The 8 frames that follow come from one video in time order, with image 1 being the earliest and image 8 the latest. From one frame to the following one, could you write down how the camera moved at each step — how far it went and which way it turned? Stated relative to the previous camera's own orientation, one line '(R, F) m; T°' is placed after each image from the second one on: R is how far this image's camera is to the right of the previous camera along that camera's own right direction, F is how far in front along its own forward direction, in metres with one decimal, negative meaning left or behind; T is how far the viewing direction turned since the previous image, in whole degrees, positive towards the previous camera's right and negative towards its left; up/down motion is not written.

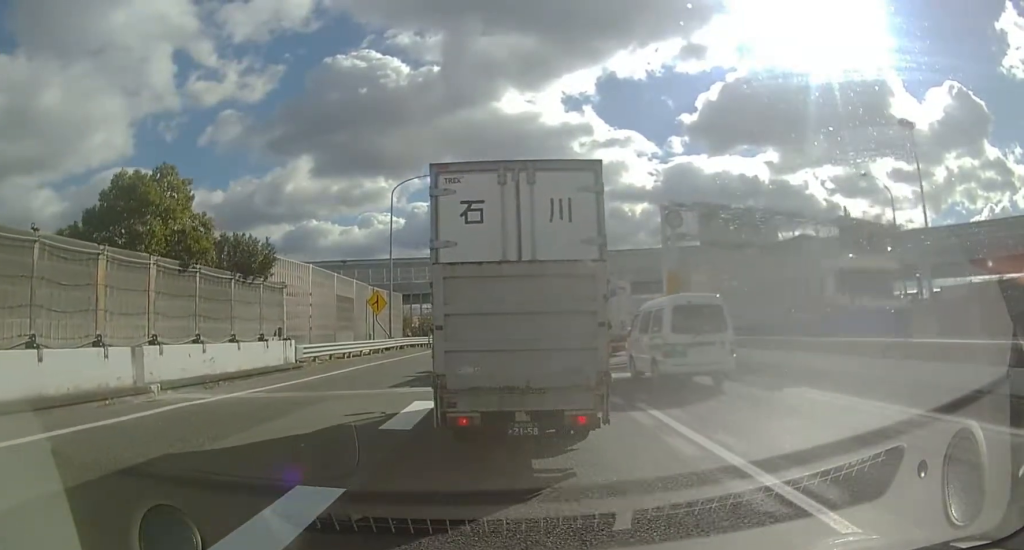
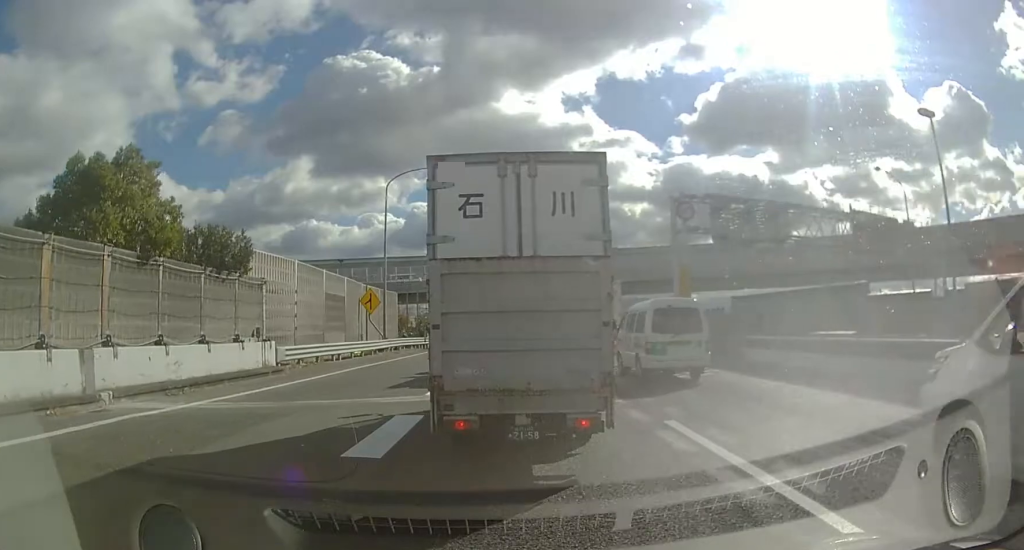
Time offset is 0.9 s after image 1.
(0.0, +1.9) m; 0°
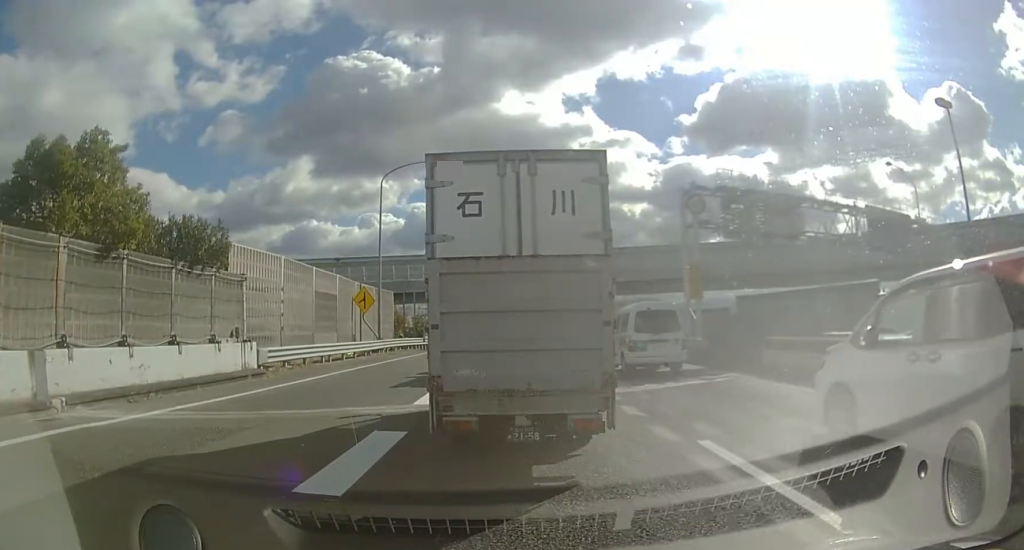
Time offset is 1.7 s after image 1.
(0.0, +1.7) m; -1°
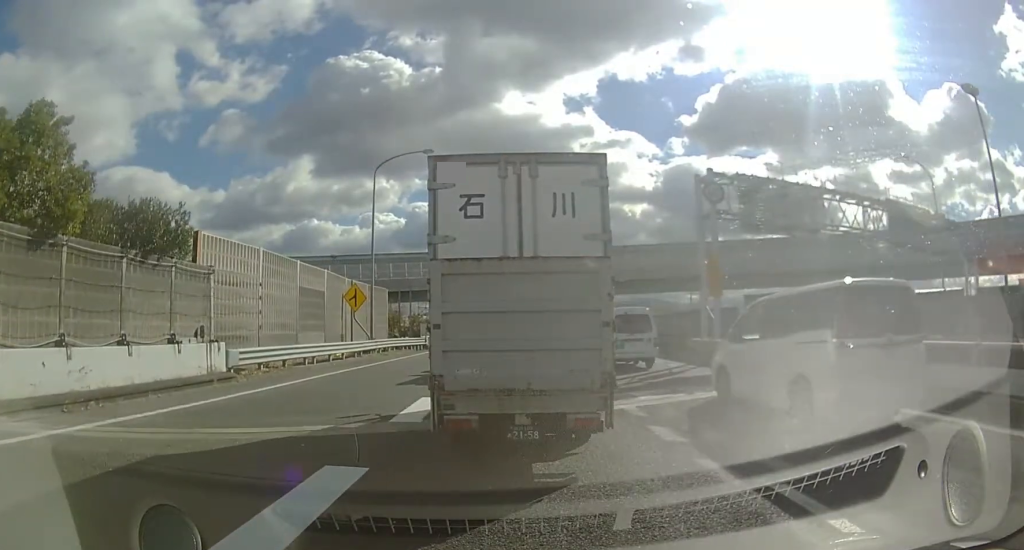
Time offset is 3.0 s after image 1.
(0.0, +2.2) m; 0°
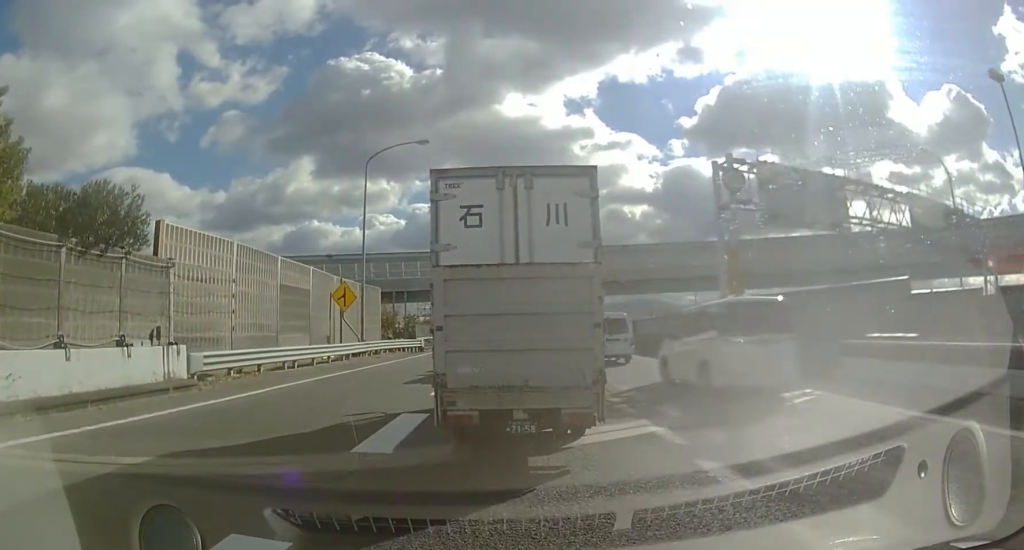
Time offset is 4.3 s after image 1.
(0.0, +2.0) m; 0°
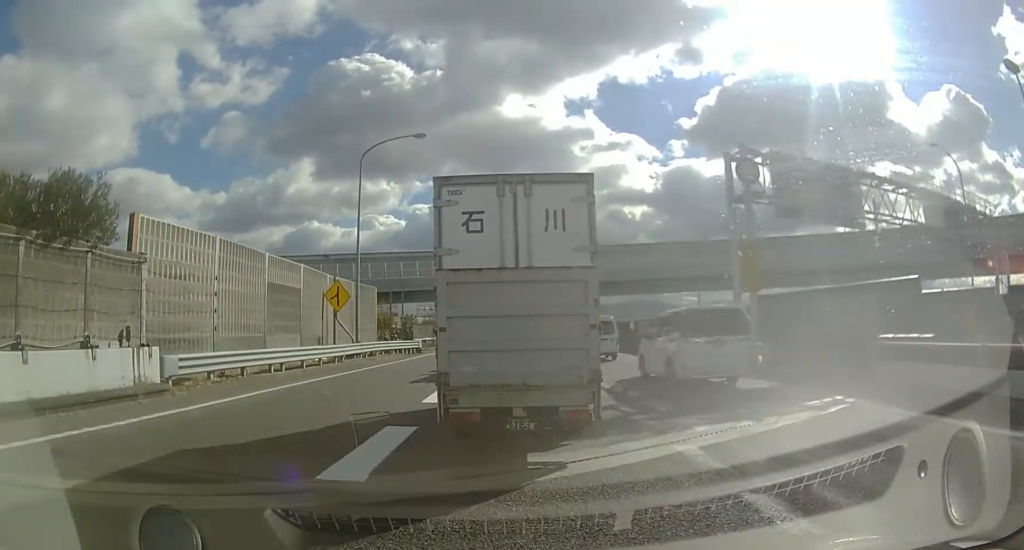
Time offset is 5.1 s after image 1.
(0.0, +1.2) m; 0°
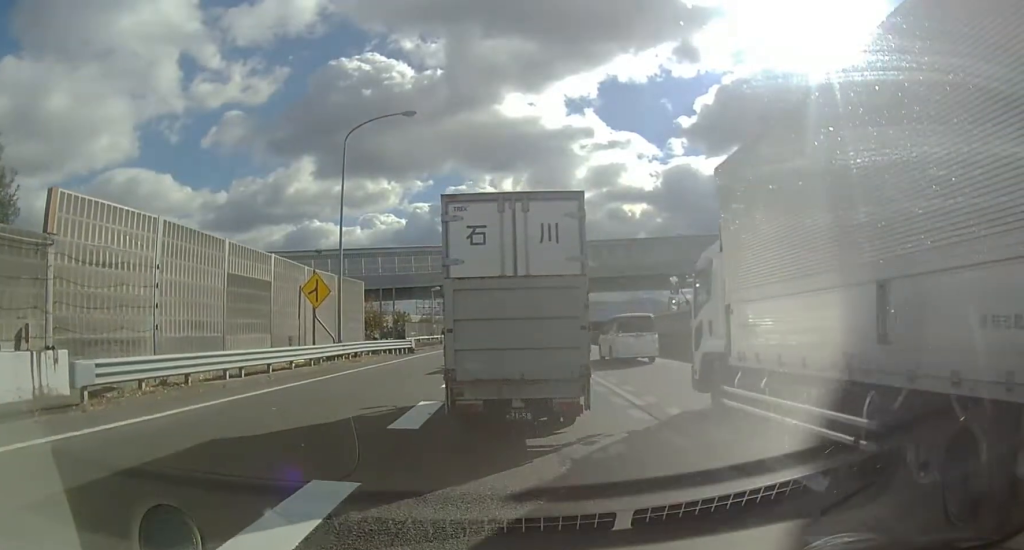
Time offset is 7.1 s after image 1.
(0.0, +3.5) m; -2°
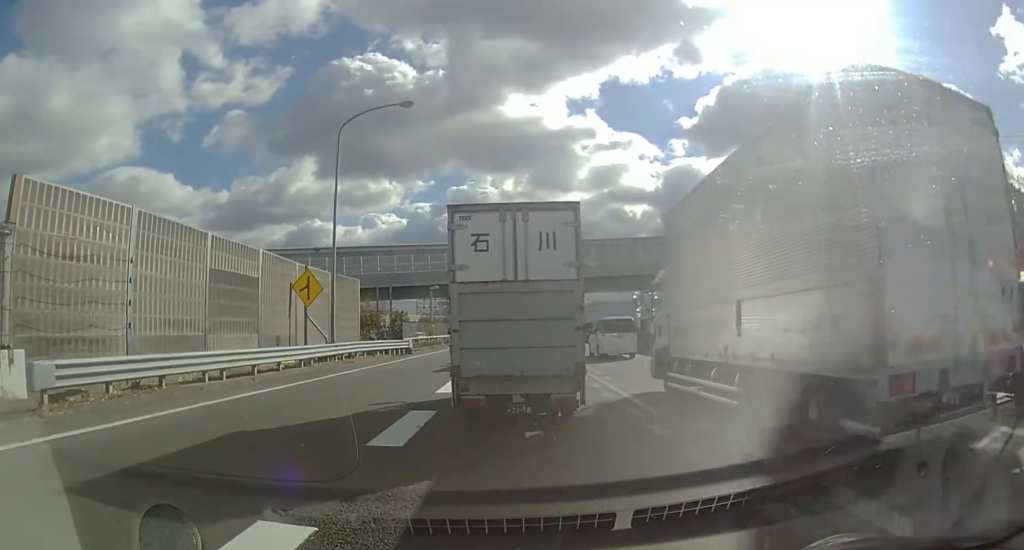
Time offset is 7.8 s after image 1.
(0.0, +1.3) m; -1°
